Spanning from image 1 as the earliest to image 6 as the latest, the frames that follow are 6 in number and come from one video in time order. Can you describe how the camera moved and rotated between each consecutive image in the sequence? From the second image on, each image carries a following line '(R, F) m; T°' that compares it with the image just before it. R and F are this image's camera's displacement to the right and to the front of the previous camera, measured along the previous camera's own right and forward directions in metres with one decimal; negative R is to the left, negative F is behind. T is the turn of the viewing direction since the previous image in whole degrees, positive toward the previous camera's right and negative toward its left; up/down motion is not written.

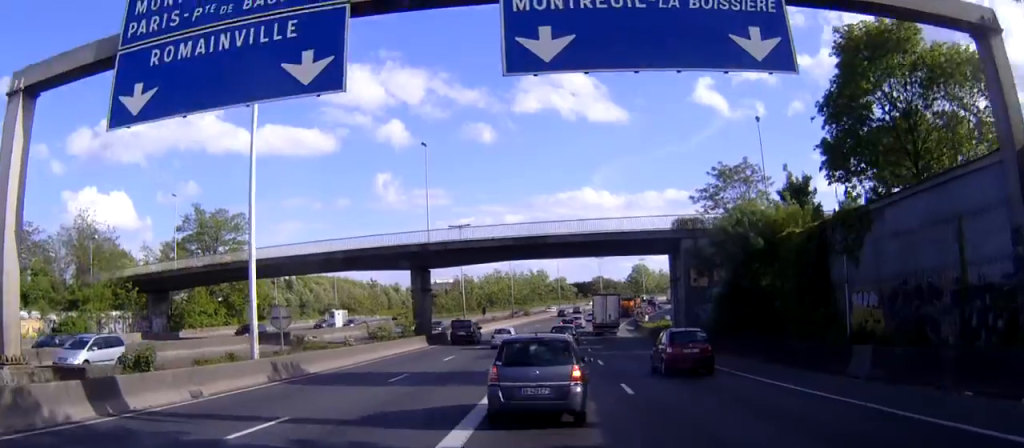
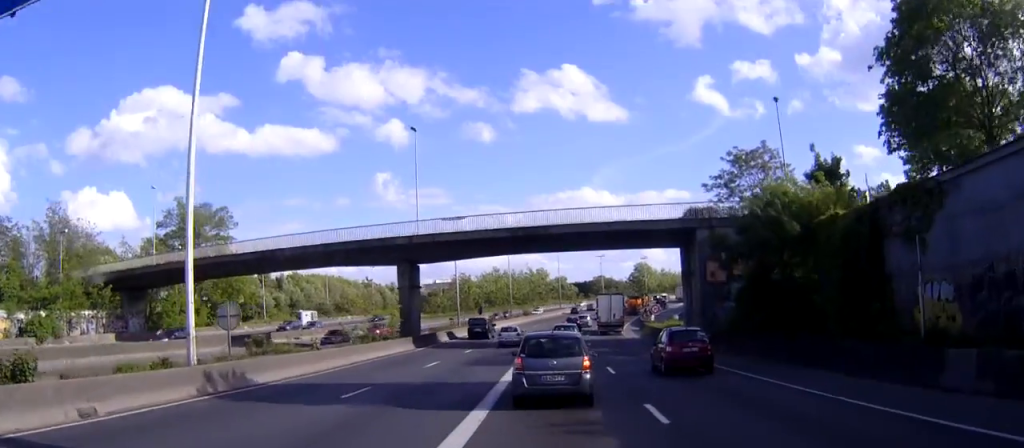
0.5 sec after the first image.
(-0.1, +5.4) m; 0°
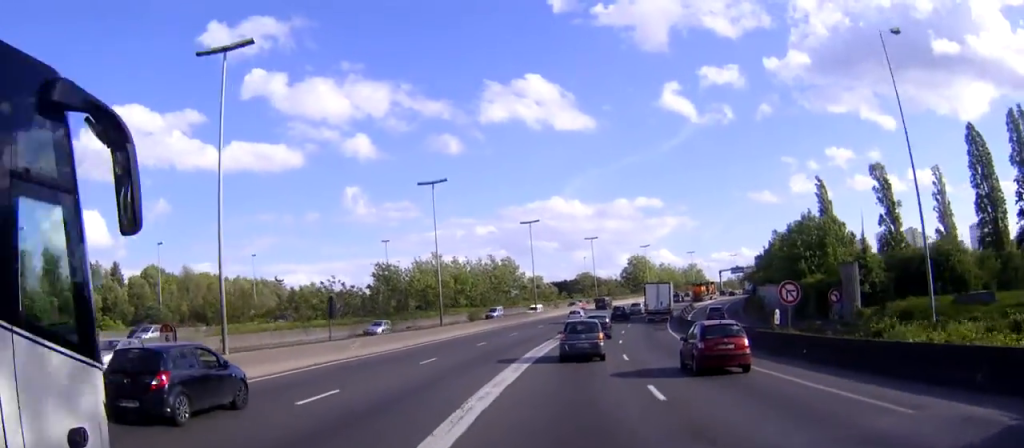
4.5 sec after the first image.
(+1.0, +52.5) m; +2°
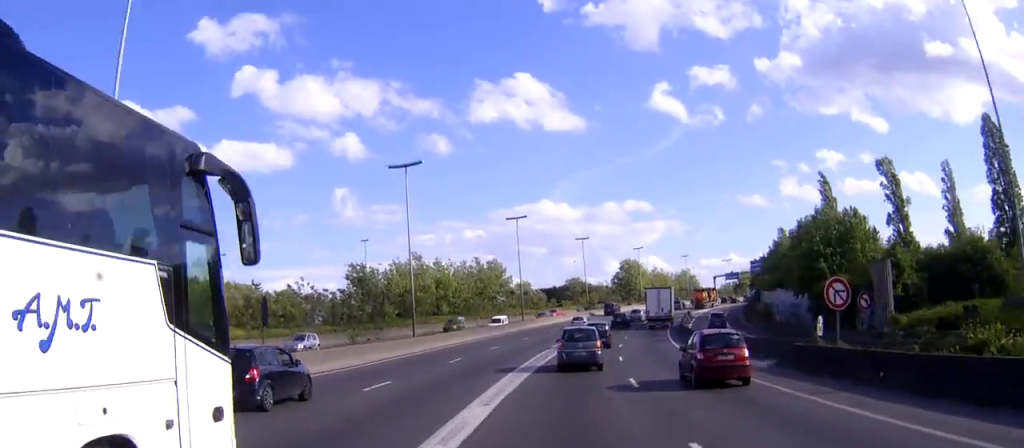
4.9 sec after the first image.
(0.0, +6.8) m; +1°
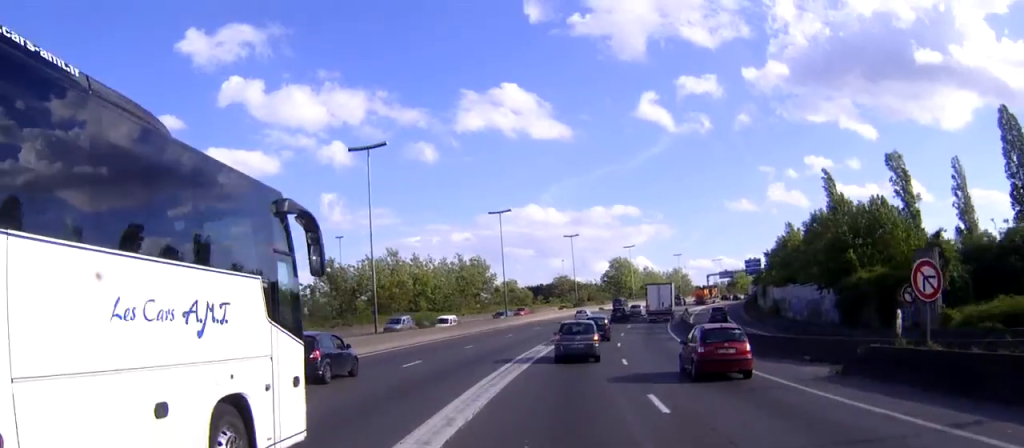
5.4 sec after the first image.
(0.0, +7.4) m; +1°
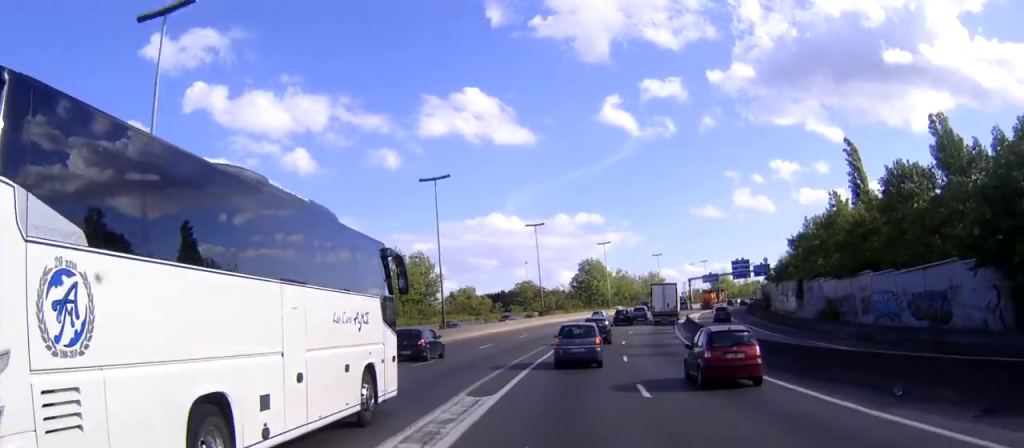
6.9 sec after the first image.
(+0.6, +22.5) m; +3°
